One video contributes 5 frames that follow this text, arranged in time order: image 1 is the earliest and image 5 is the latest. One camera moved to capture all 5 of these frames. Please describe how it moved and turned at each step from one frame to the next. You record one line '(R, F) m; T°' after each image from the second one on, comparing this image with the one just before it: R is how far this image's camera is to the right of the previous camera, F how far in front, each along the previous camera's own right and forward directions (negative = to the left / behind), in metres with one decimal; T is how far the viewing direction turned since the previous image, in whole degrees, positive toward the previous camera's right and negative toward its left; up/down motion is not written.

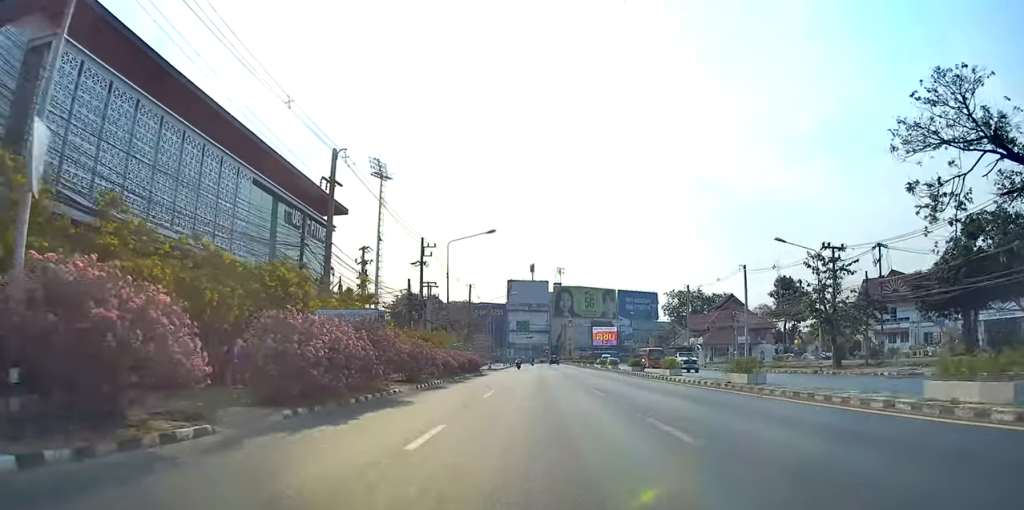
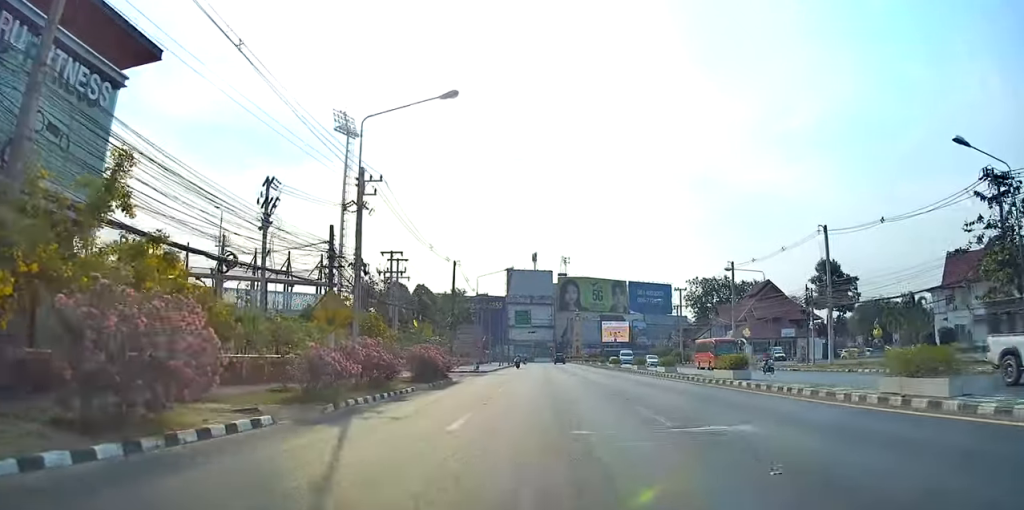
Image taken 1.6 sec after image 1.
(-0.8, +22.9) m; -2°
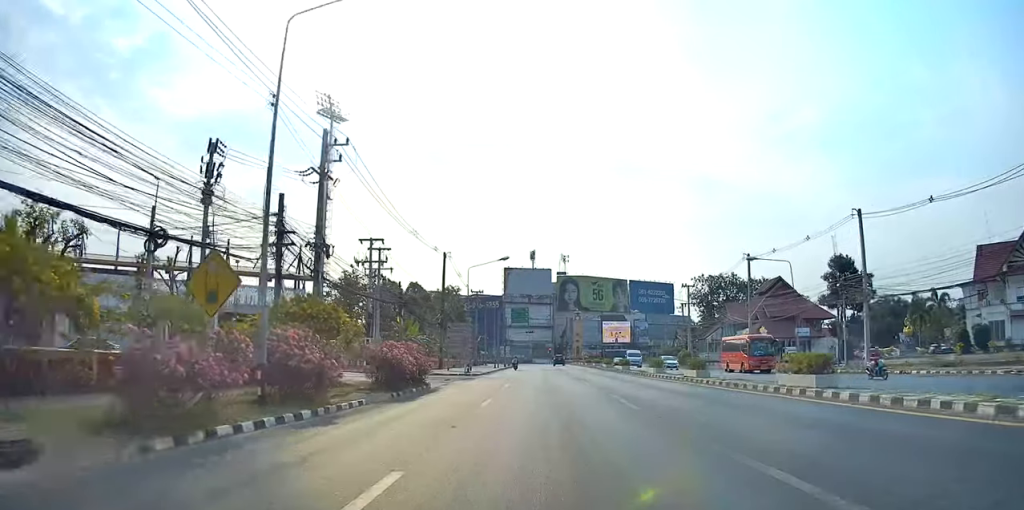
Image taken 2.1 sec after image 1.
(+0.2, +7.1) m; +1°
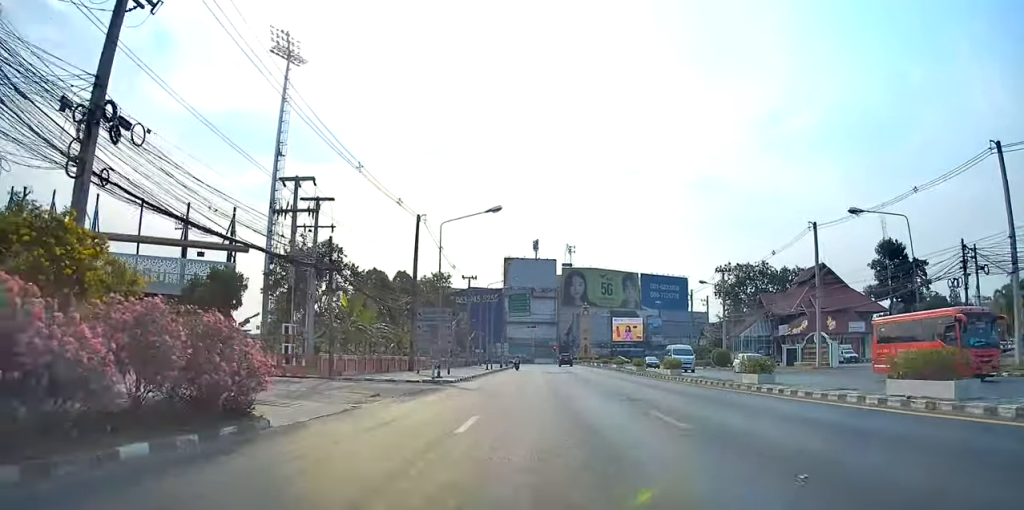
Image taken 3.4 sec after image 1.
(+0.1, +17.3) m; 0°
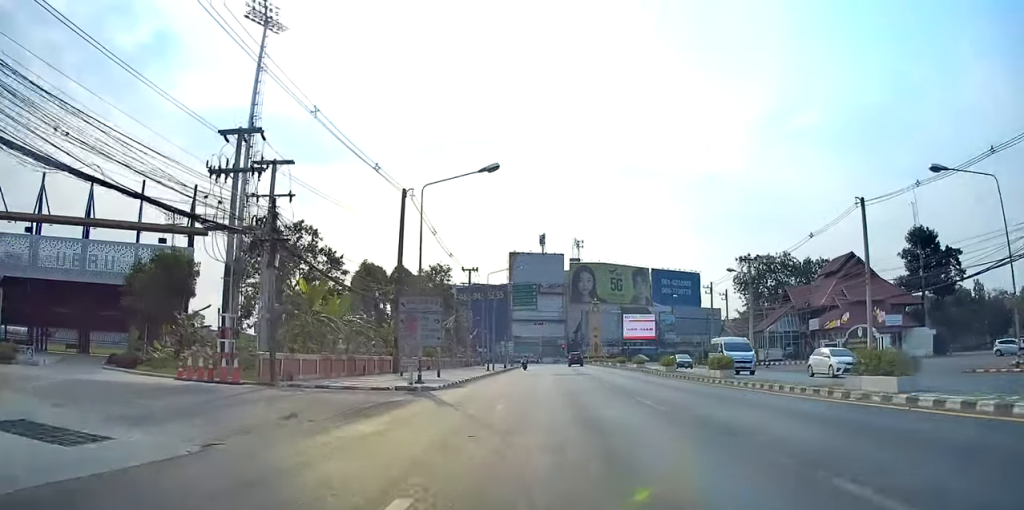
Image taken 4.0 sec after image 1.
(0.0, +8.1) m; 0°
